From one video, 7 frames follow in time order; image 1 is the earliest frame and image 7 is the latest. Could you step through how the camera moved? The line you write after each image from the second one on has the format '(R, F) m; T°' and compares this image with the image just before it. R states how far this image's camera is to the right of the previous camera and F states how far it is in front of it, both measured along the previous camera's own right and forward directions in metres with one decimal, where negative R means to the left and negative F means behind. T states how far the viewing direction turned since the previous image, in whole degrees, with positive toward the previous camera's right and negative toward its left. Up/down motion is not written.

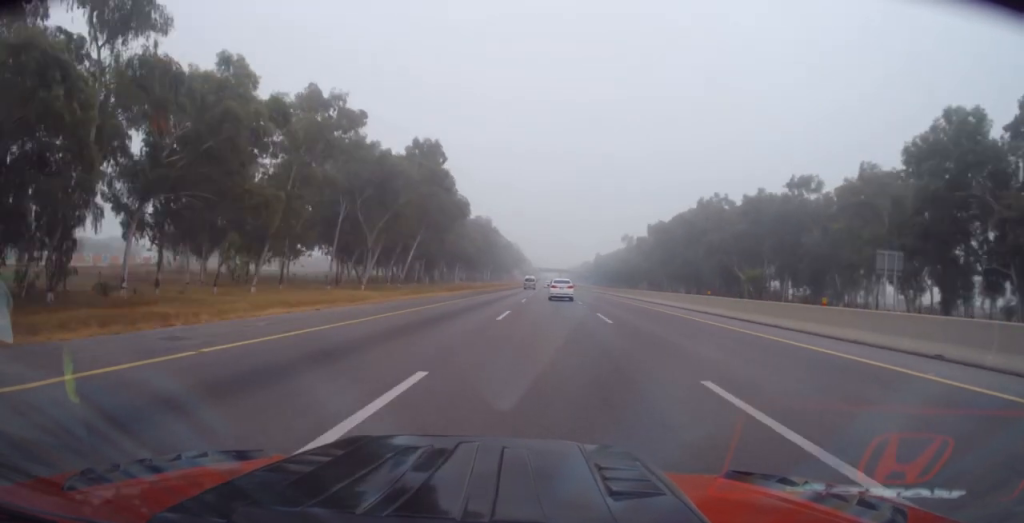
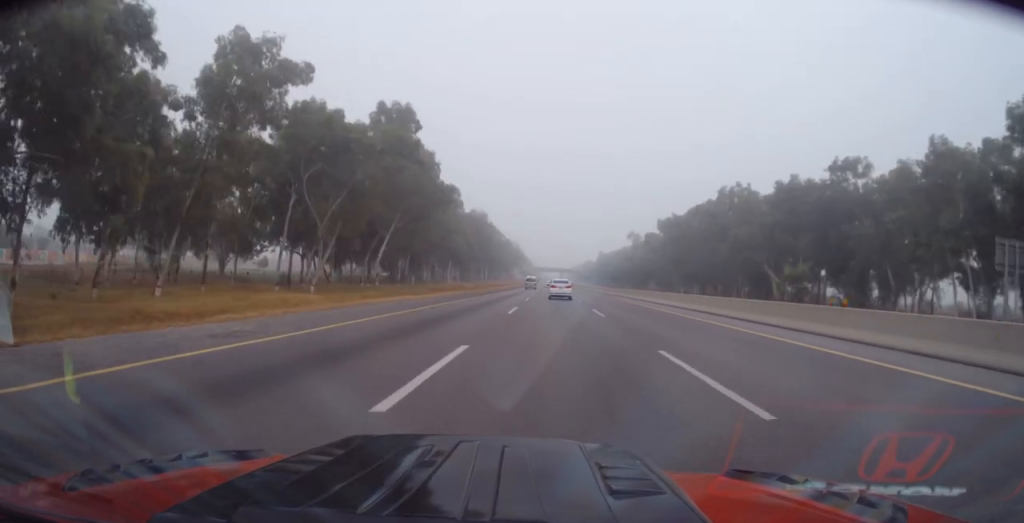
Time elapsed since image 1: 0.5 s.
(-0.1, +14.2) m; 0°
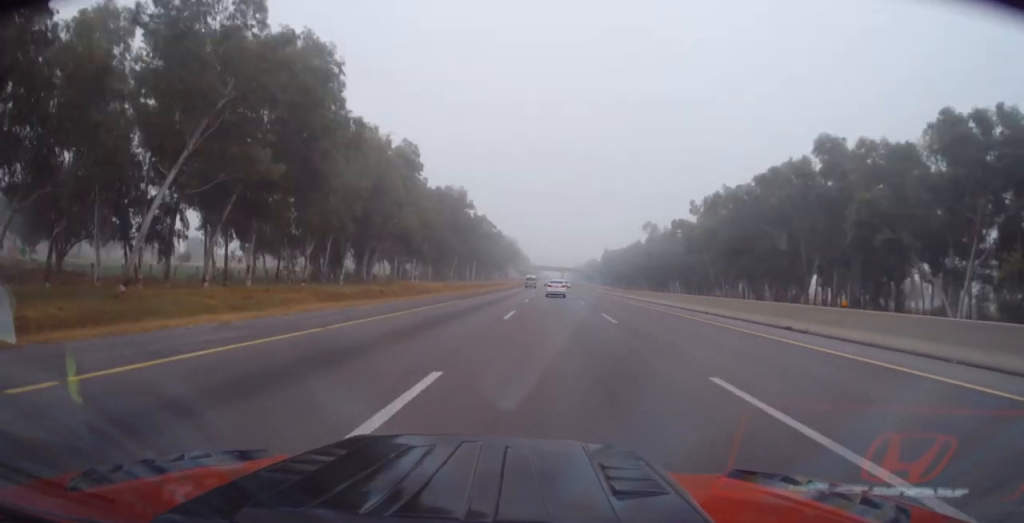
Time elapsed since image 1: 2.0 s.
(+0.3, +39.1) m; 0°
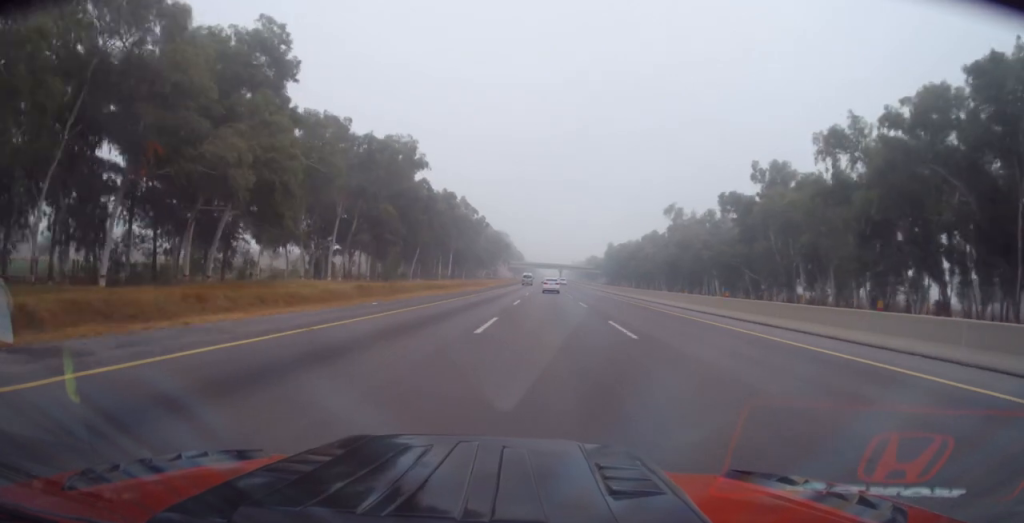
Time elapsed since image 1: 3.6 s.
(-0.4, +41.7) m; 0°
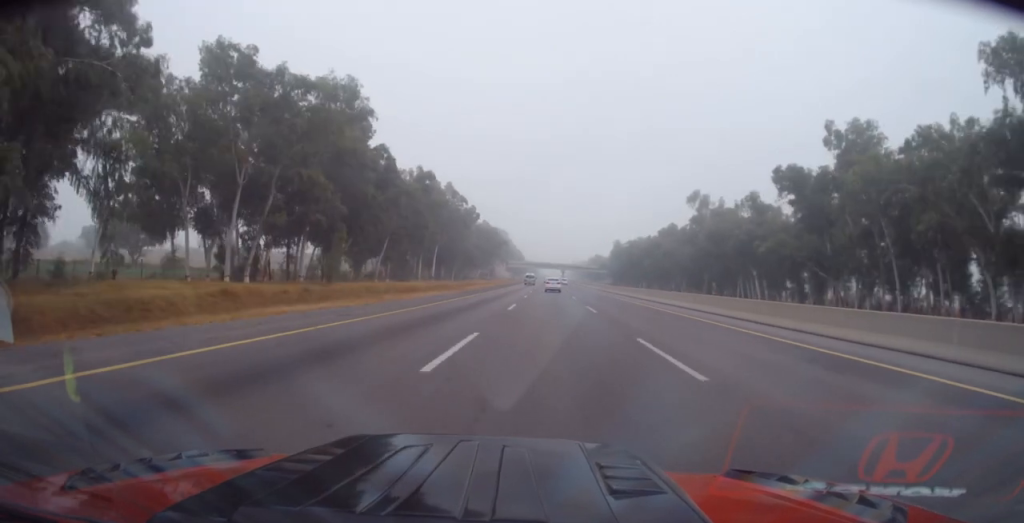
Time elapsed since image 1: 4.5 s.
(+0.1, +24.1) m; +1°
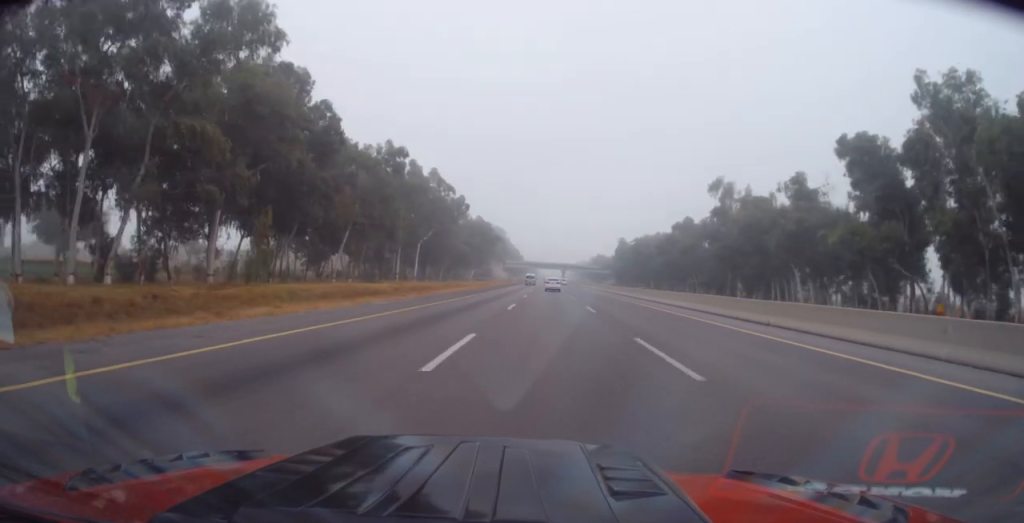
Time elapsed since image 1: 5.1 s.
(+0.3, +17.9) m; 0°
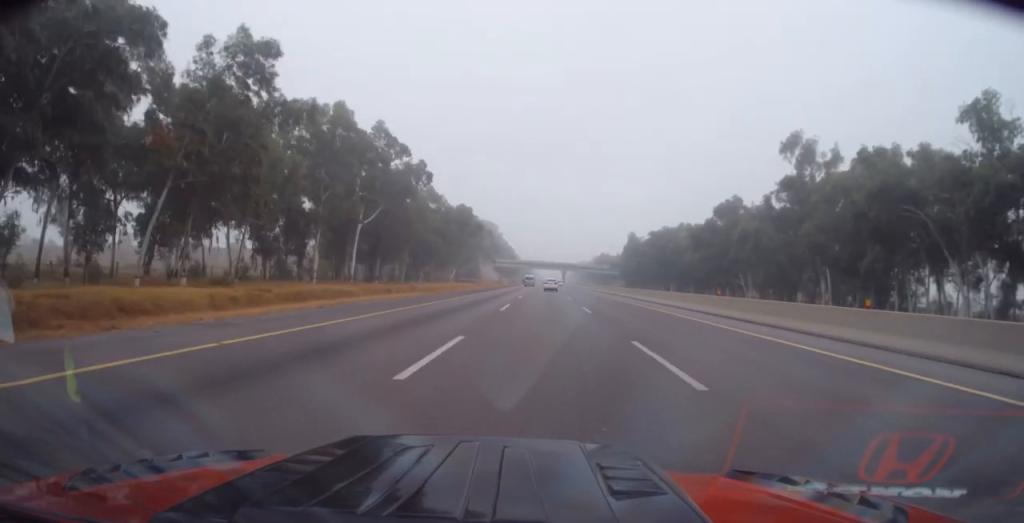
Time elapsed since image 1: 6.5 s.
(-0.3, +36.6) m; 0°
